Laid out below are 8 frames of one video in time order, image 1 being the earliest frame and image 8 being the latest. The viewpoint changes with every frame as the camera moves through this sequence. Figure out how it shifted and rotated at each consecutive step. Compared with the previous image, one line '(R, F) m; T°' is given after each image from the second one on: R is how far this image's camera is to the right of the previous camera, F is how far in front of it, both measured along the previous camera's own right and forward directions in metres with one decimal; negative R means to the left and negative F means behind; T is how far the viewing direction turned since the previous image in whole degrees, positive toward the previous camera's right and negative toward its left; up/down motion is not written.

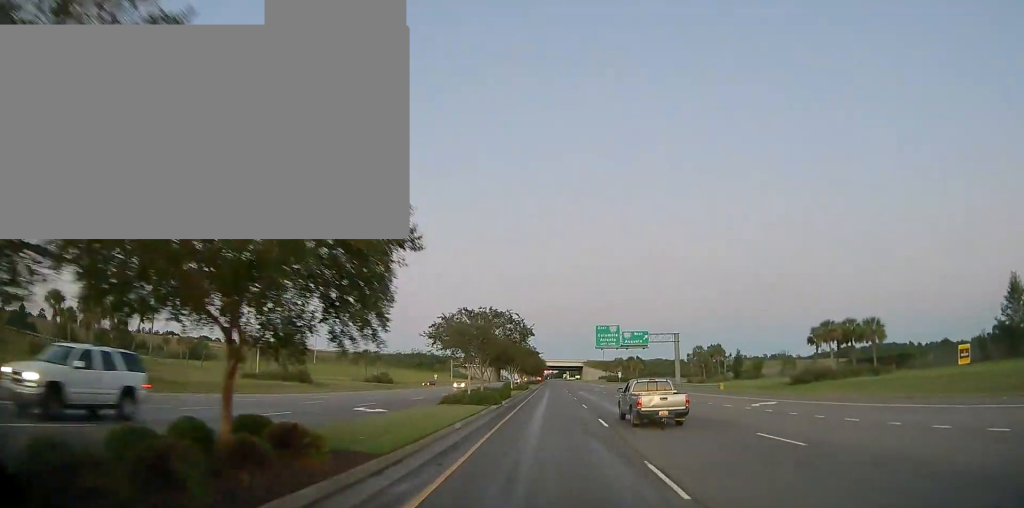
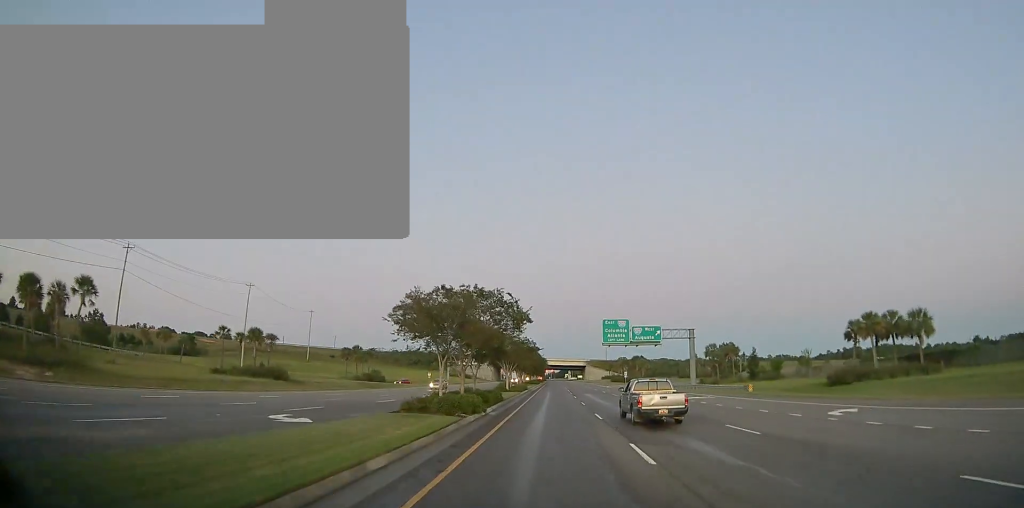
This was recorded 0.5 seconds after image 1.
(+0.1, +8.4) m; 0°
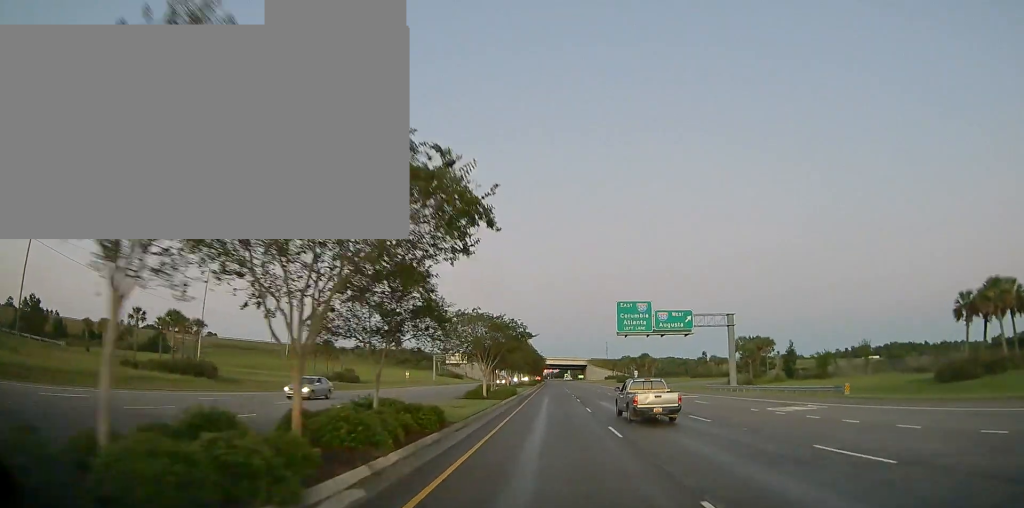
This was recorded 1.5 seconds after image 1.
(-0.4, +18.1) m; -1°
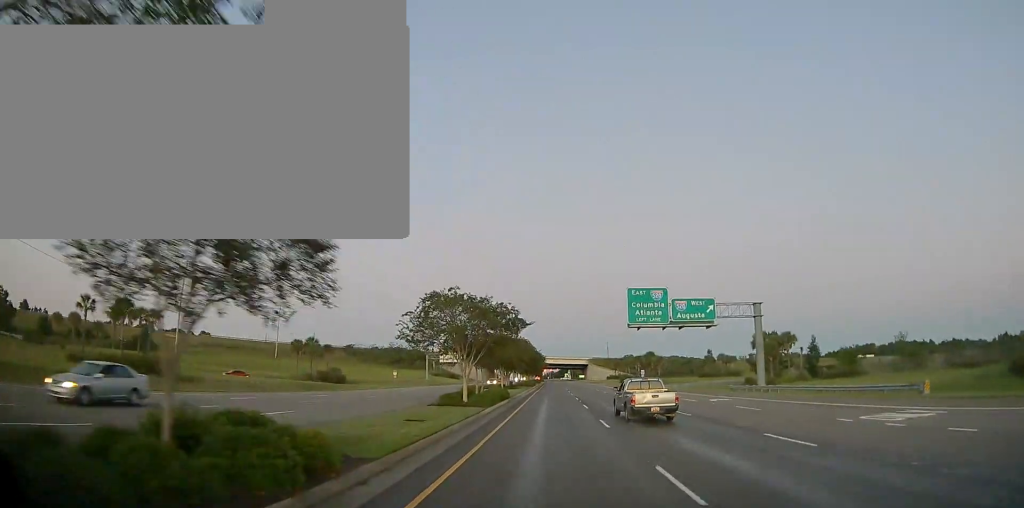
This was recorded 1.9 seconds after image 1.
(0.0, +8.5) m; 0°
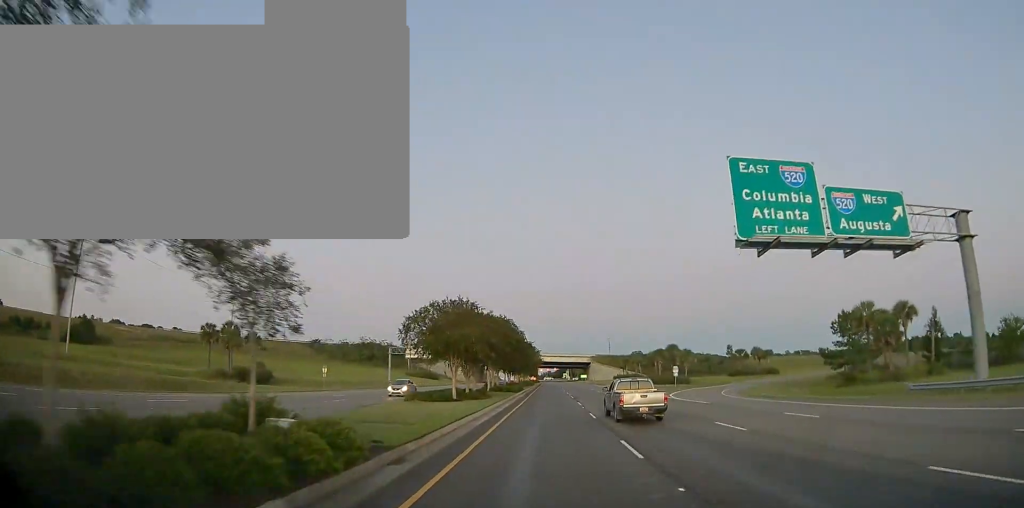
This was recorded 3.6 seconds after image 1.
(+0.3, +30.3) m; +1°
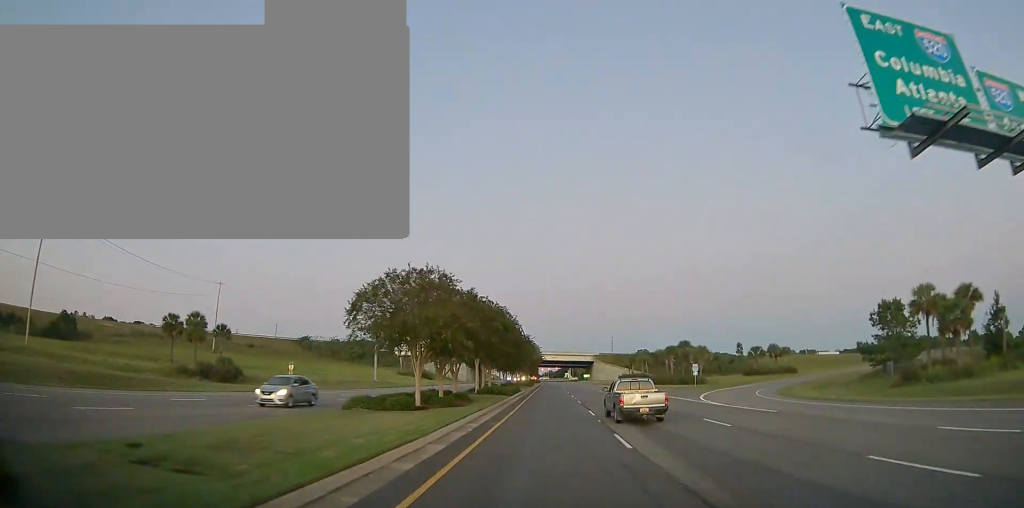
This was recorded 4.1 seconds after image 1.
(0.0, +9.7) m; 0°
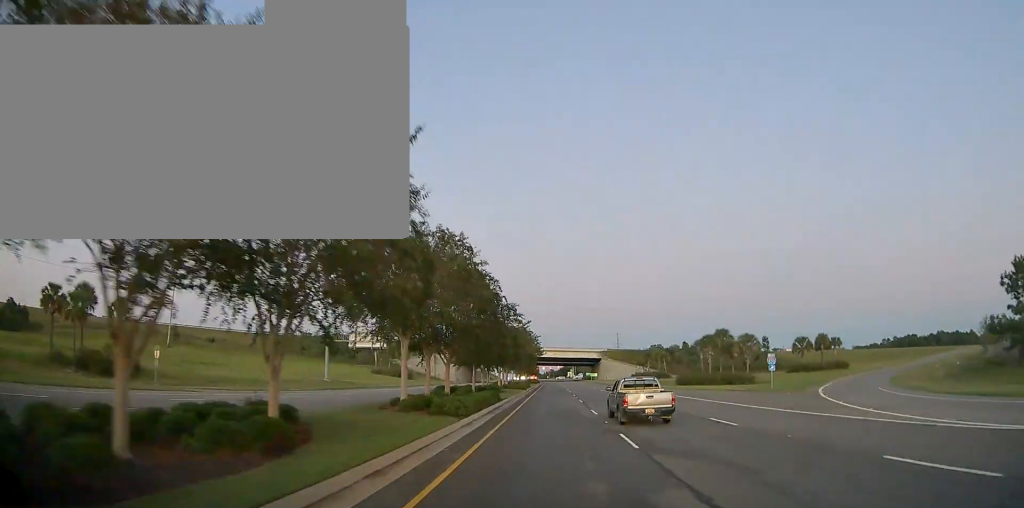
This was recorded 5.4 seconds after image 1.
(0.0, +23.2) m; -1°
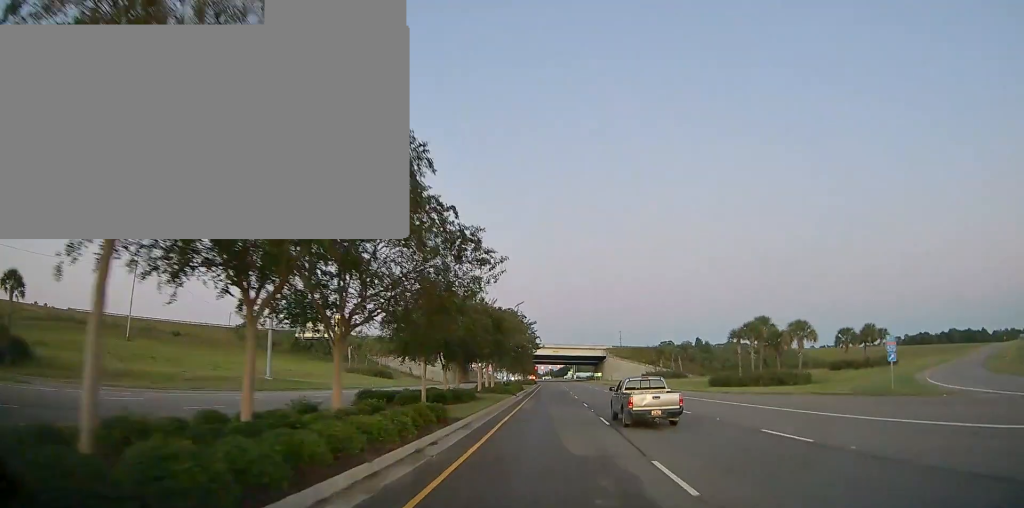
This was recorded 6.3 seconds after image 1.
(-0.3, +16.9) m; 0°
